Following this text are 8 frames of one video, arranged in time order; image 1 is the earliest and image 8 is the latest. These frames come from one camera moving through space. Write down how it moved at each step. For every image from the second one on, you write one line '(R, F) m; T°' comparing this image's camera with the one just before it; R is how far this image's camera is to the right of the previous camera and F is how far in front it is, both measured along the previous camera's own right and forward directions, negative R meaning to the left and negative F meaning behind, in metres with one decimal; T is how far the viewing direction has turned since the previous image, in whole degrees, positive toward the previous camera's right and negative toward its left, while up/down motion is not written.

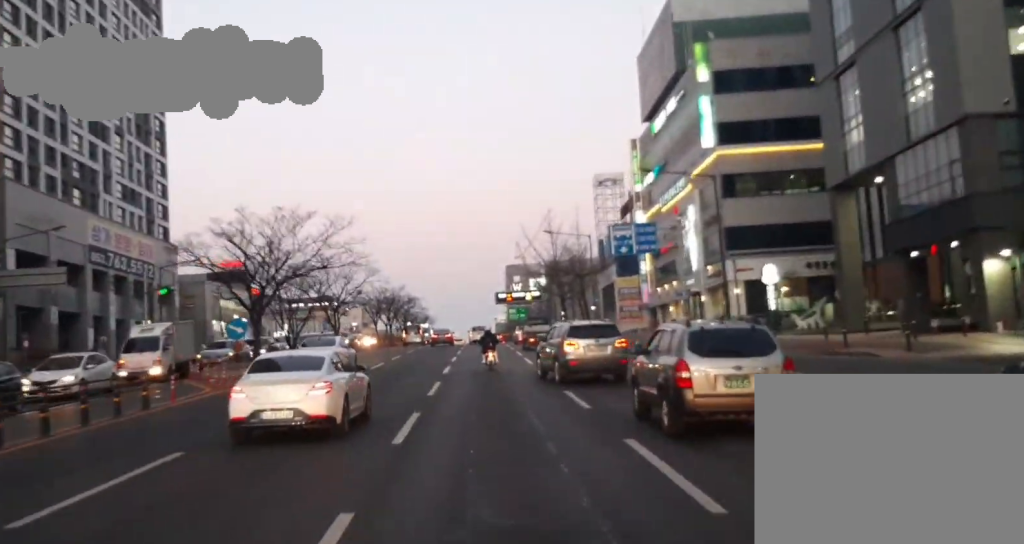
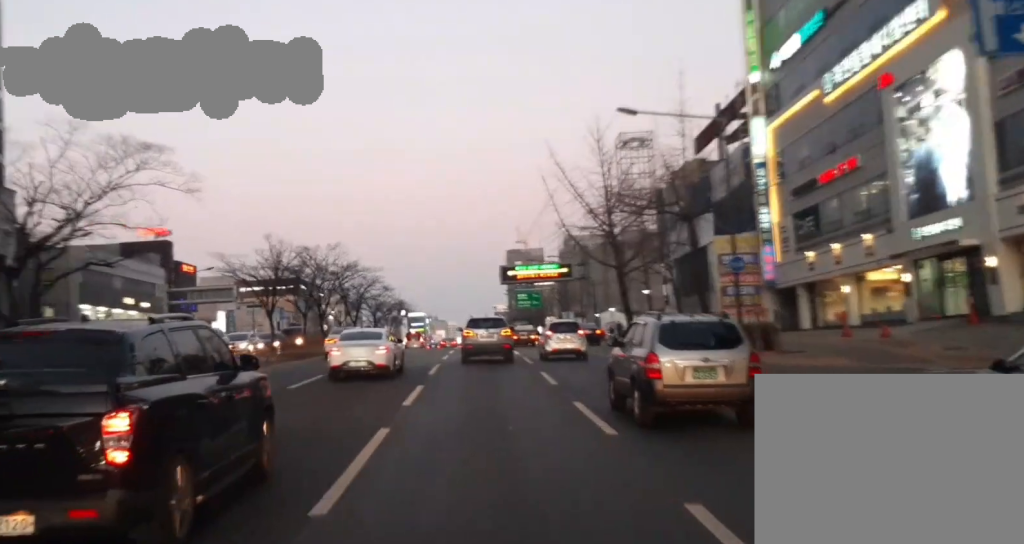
(0.0, +45.0) m; 0°
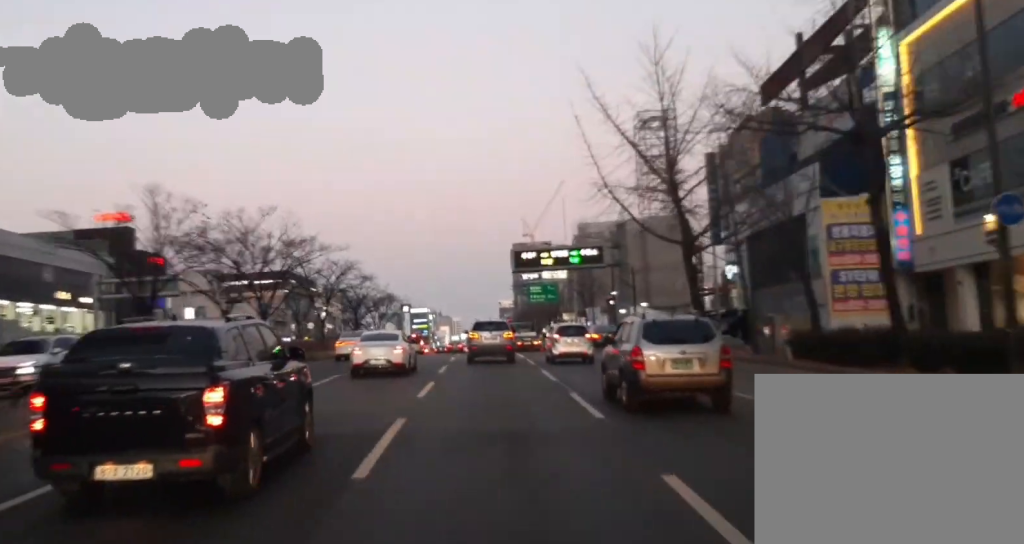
(0.0, +17.7) m; 0°
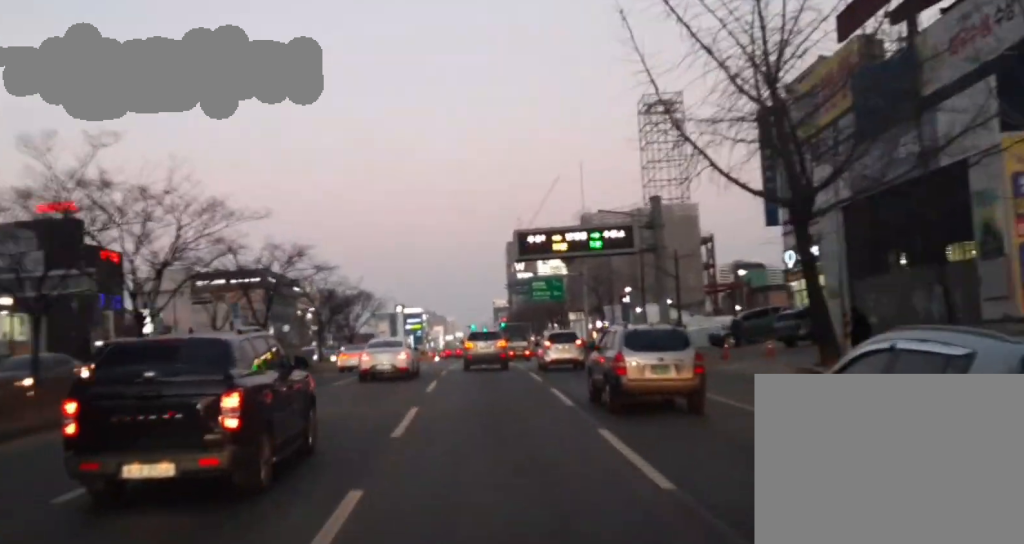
(0.0, +15.1) m; 0°
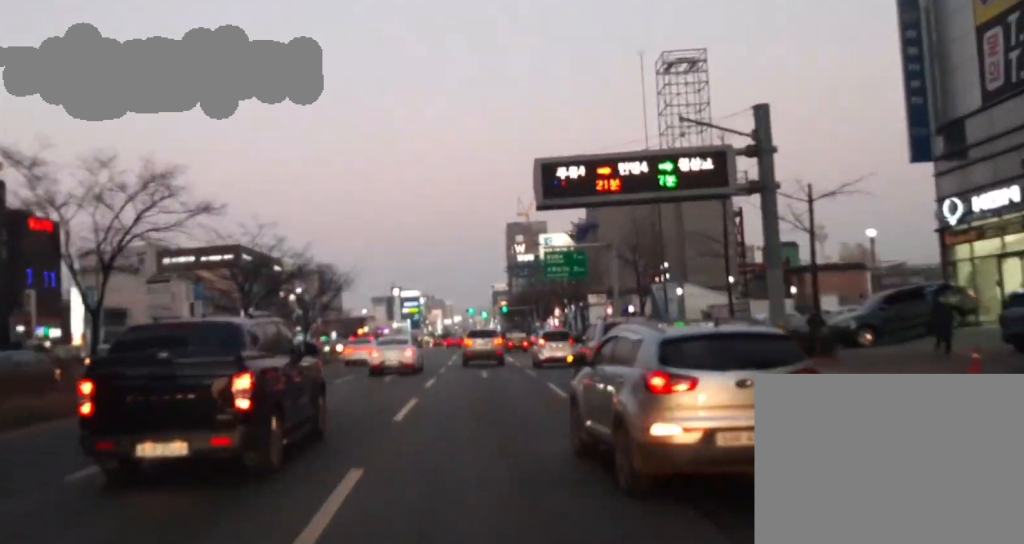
(0.0, +19.0) m; 0°
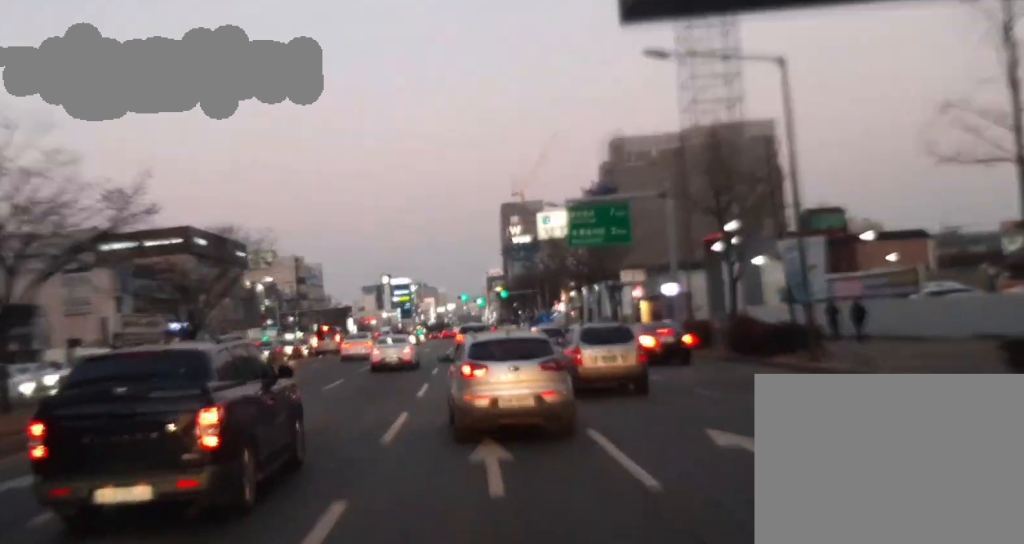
(0.0, +20.0) m; +1°
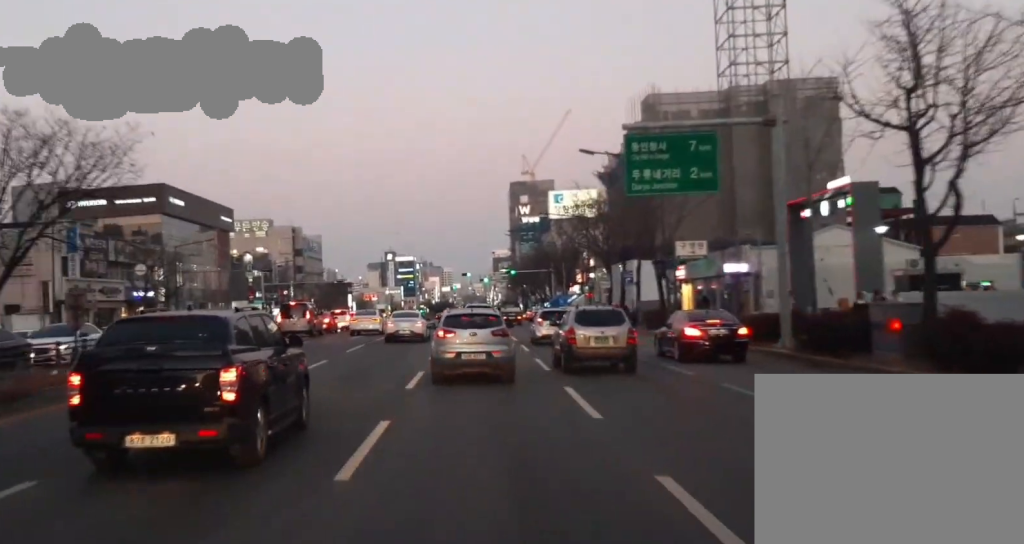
(-0.1, +15.7) m; +1°
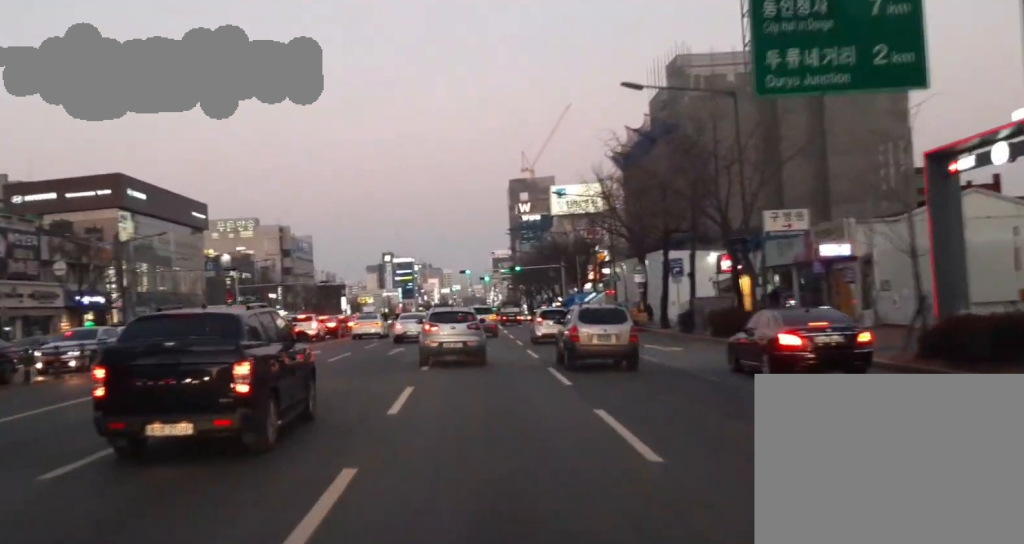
(+0.3, +14.4) m; +1°
